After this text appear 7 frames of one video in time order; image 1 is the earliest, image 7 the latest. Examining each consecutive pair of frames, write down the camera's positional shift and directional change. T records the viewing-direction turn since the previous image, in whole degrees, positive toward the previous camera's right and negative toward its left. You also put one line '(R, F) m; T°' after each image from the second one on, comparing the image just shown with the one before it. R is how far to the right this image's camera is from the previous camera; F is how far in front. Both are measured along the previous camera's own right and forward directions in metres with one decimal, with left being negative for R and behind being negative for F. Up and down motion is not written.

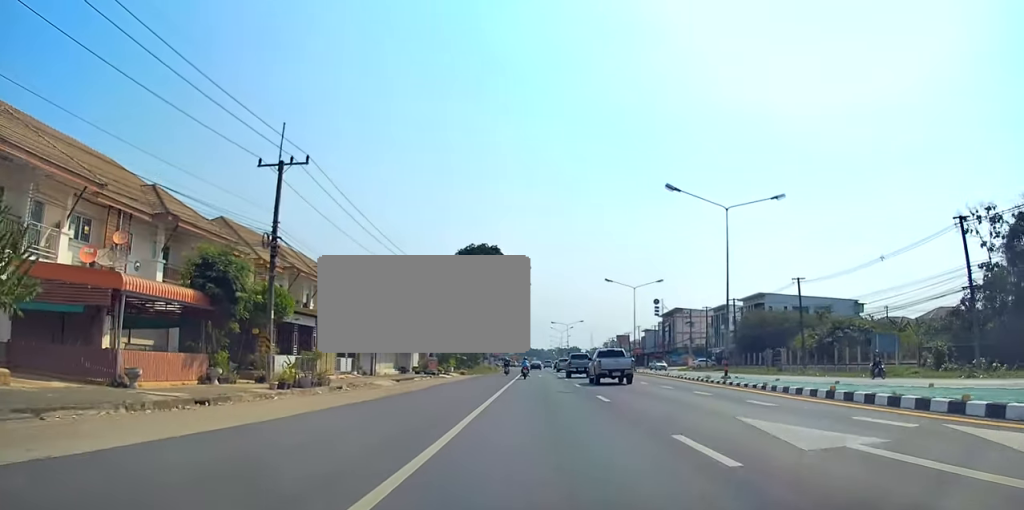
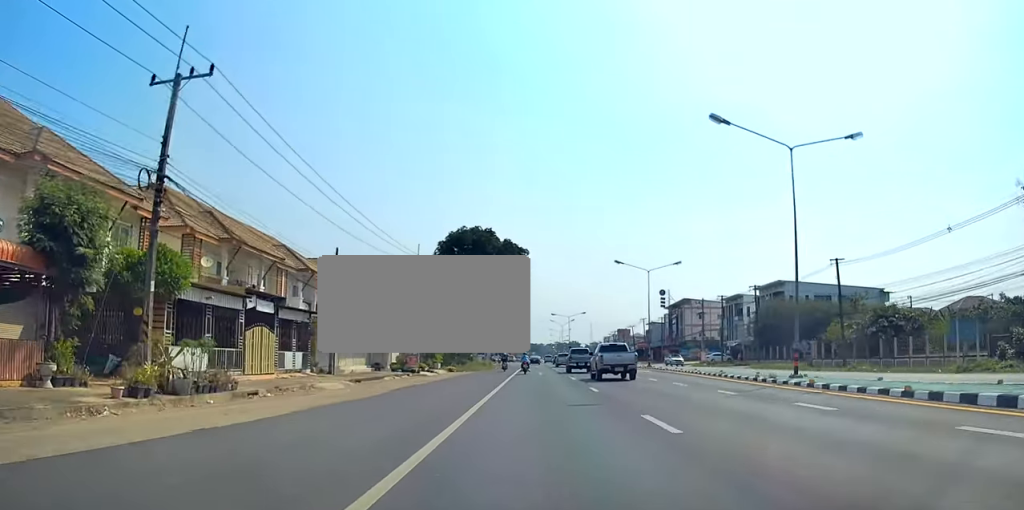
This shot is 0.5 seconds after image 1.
(0.0, +9.1) m; 0°
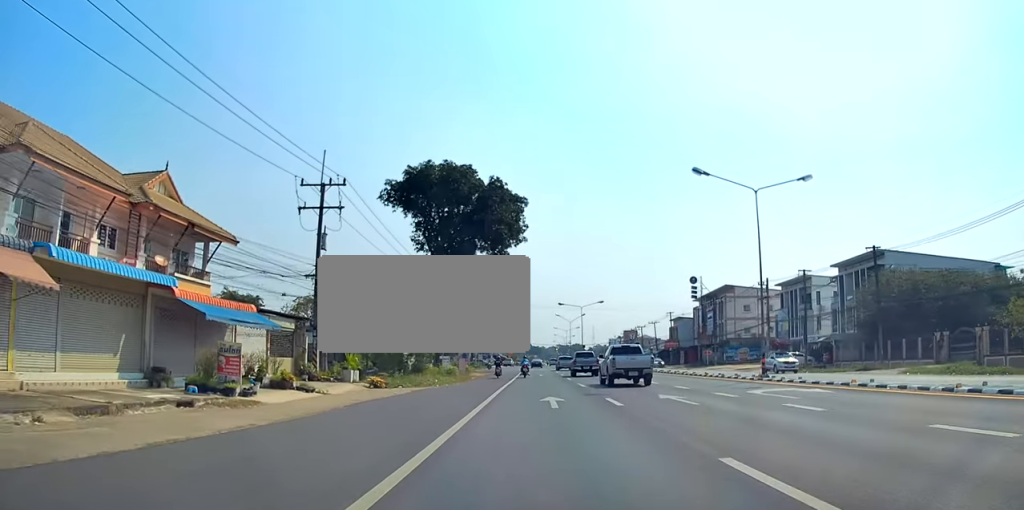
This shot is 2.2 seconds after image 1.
(+0.2, +28.7) m; 0°
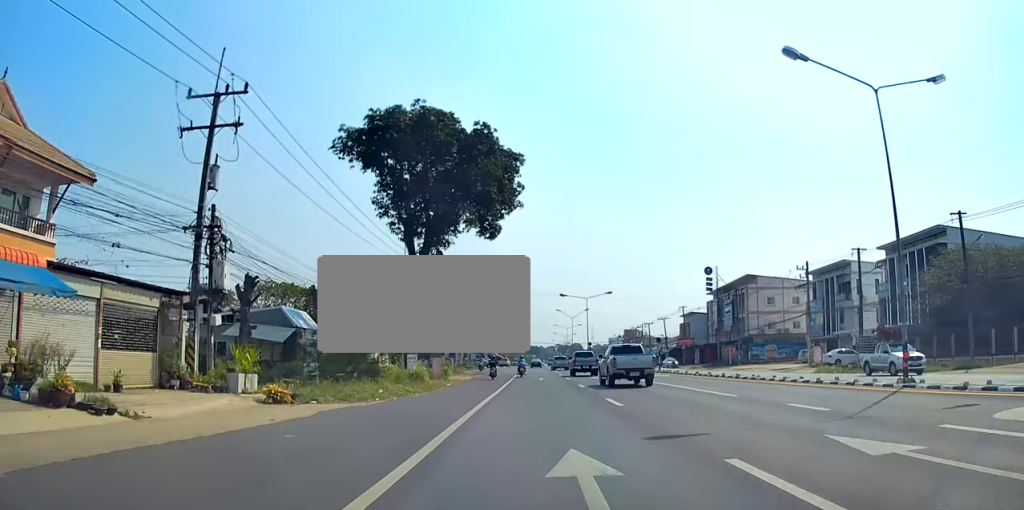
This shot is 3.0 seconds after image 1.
(0.0, +12.3) m; 0°
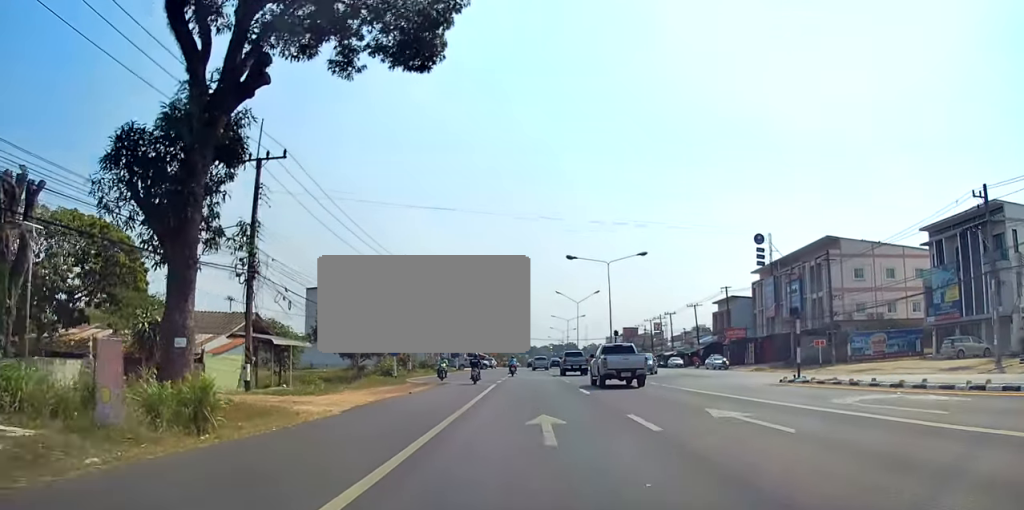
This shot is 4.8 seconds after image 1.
(-0.3, +29.2) m; -1°
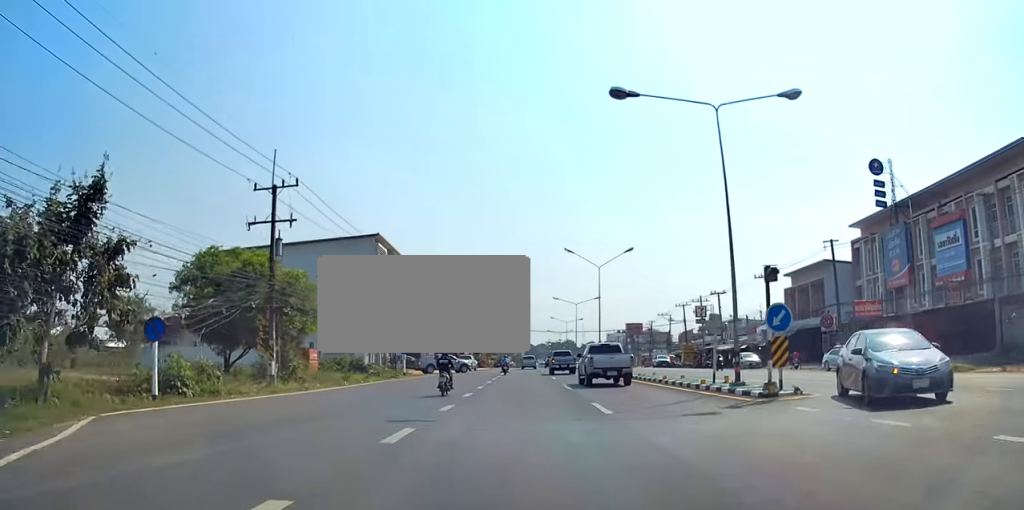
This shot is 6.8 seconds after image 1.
(+0.5, +32.8) m; +2°
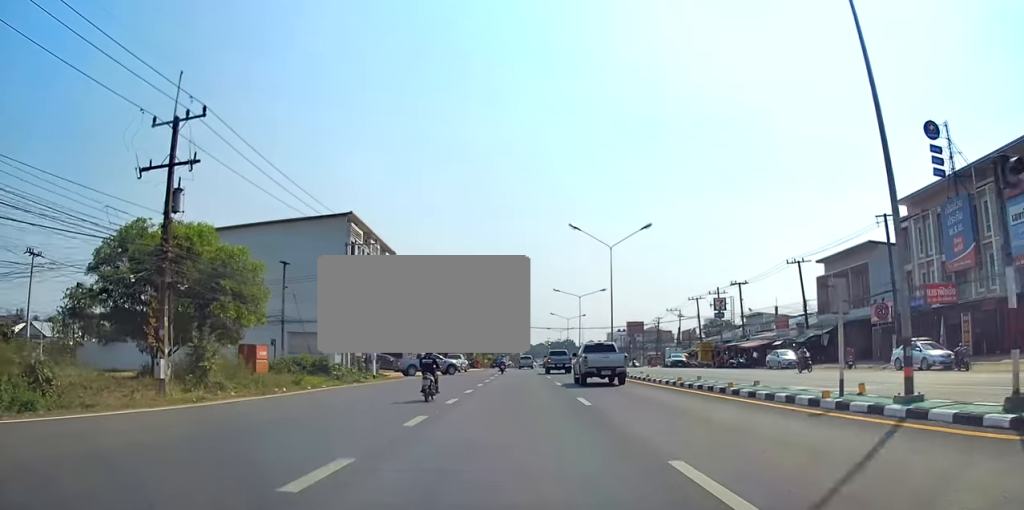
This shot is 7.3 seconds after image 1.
(0.0, +8.8) m; 0°
